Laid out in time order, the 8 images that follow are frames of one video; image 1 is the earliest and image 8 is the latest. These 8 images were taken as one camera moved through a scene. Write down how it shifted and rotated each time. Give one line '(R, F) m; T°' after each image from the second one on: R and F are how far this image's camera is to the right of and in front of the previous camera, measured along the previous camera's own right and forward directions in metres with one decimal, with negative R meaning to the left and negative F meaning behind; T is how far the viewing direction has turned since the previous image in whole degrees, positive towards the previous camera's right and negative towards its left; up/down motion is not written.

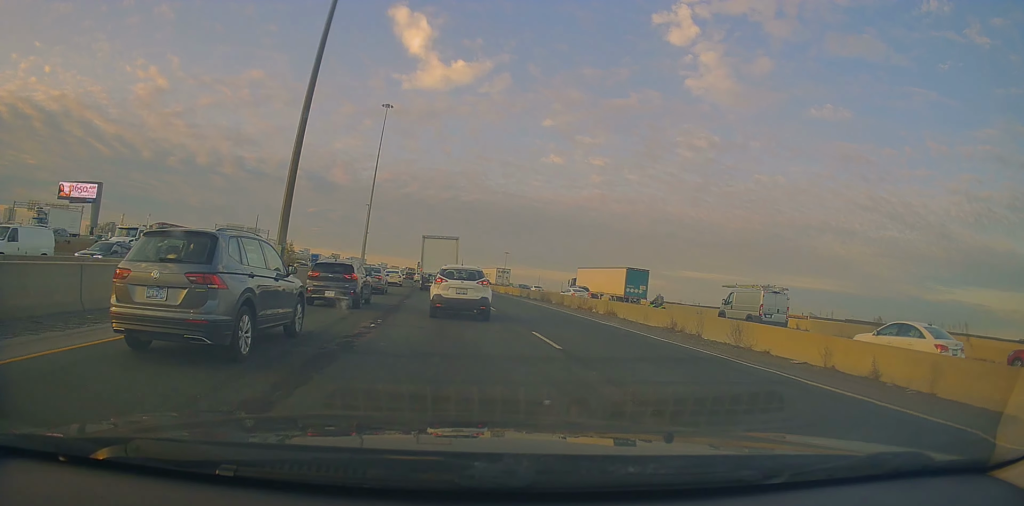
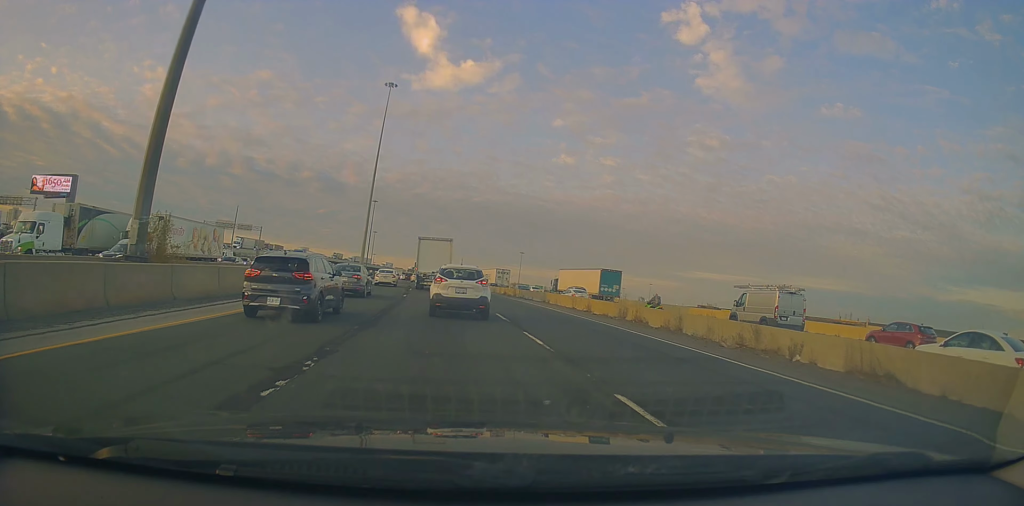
(+0.4, +19.1) m; 0°
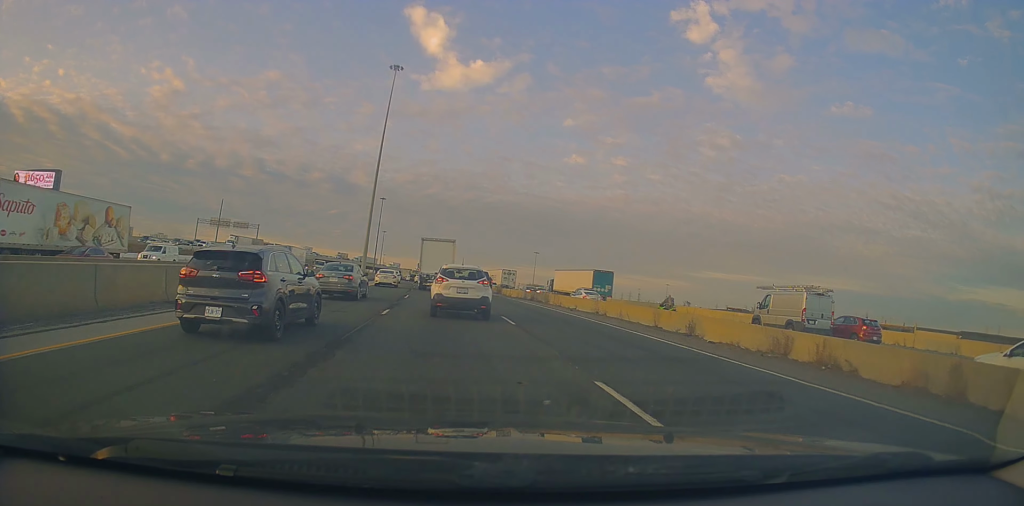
(-0.3, +12.8) m; -1°
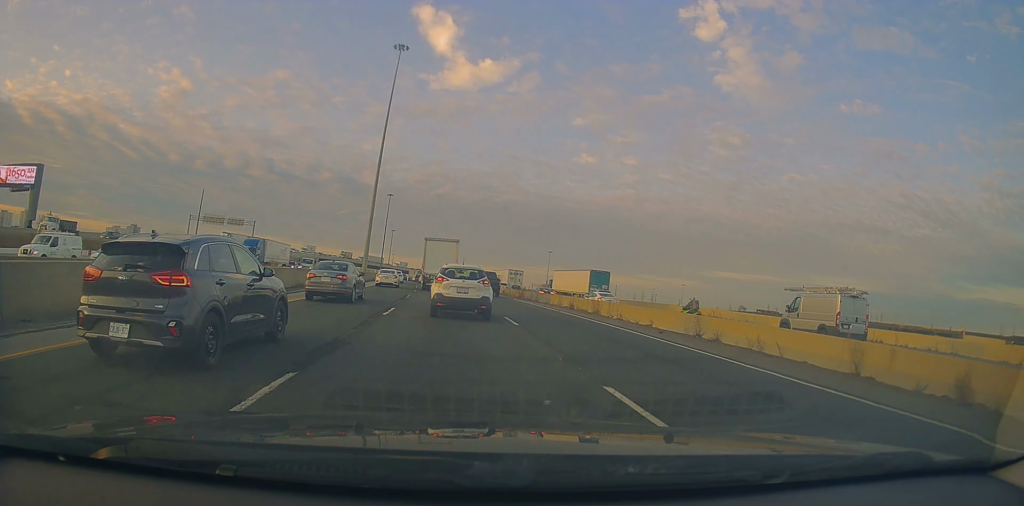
(+0.2, +12.0) m; -3°
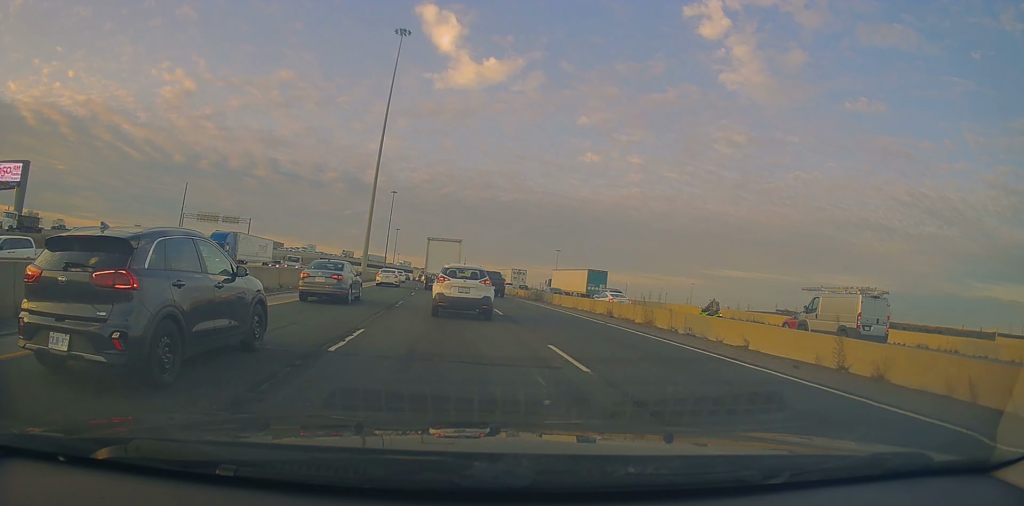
(-0.4, +7.8) m; -1°
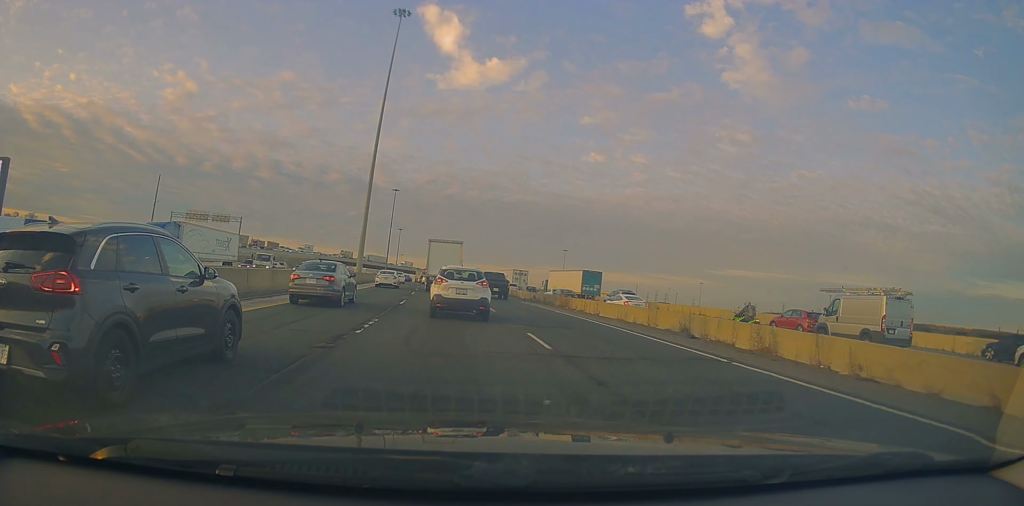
(-0.2, +9.3) m; 0°
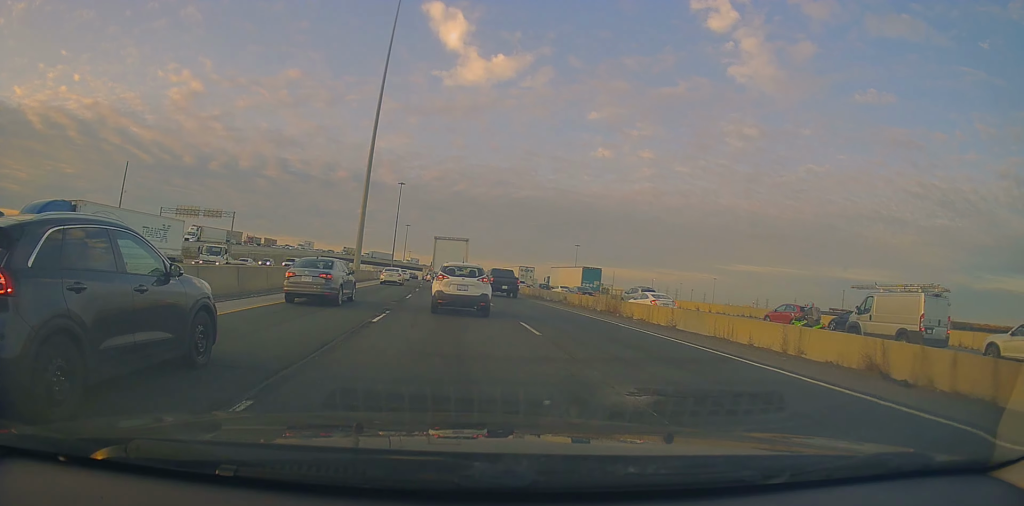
(+0.3, +9.6) m; +2°
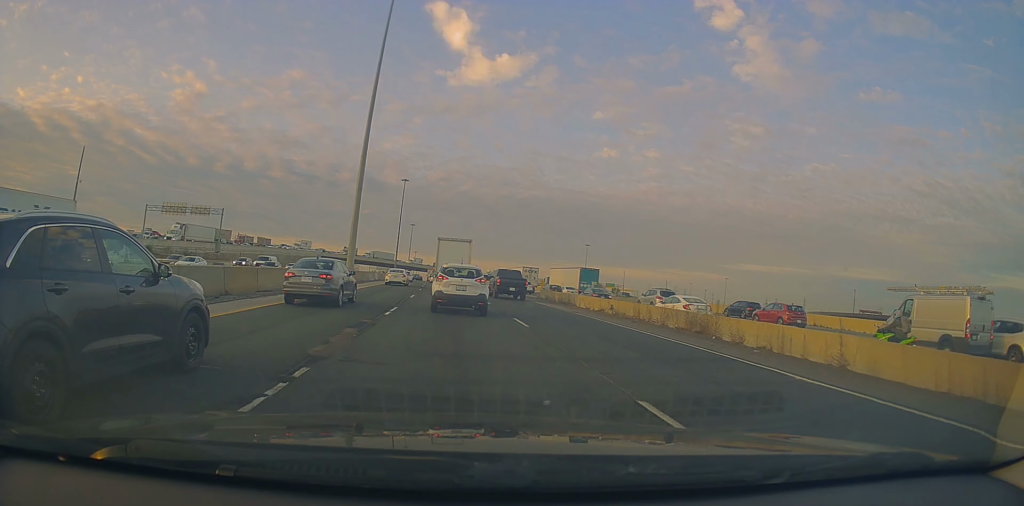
(+0.1, +9.9) m; -3°
